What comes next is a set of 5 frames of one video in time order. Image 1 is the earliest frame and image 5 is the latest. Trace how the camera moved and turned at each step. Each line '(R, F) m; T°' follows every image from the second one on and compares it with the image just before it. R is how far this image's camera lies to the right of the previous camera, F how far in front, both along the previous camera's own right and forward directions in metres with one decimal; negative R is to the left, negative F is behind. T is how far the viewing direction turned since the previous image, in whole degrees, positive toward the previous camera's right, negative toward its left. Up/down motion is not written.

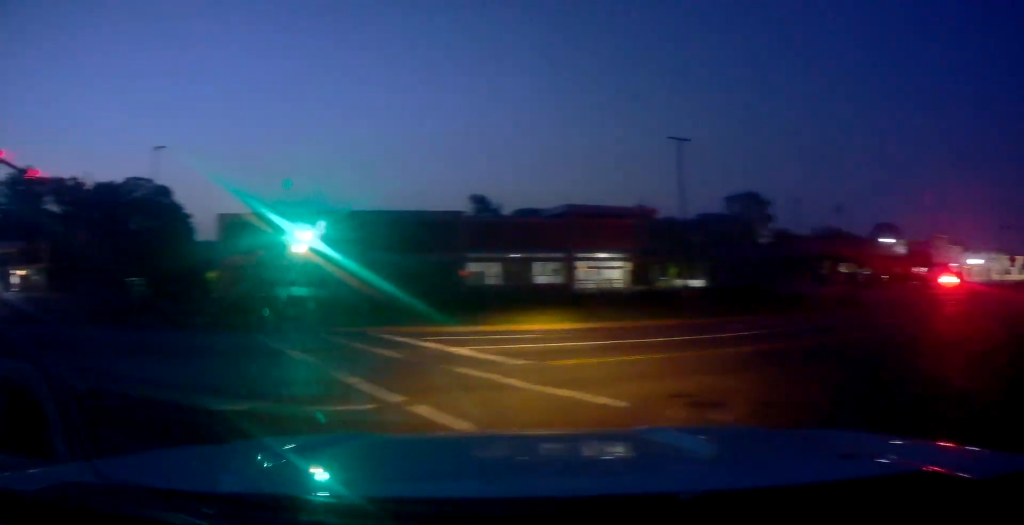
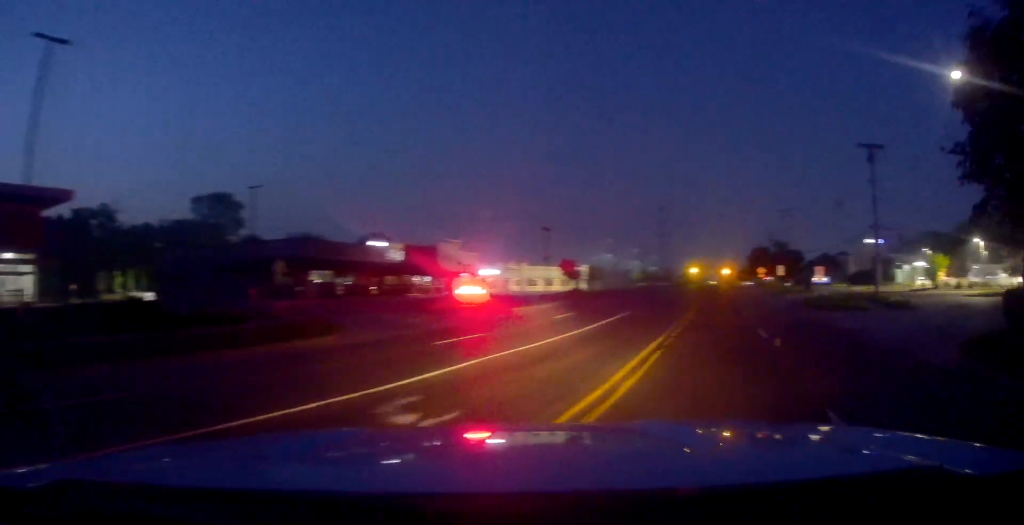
(+6.9, +14.9) m; +45°
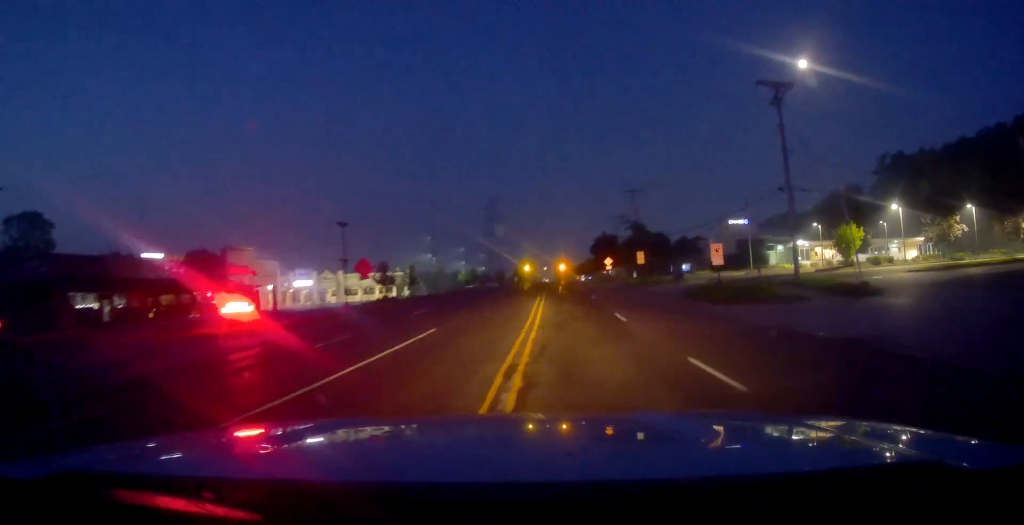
(+1.7, +11.5) m; +14°
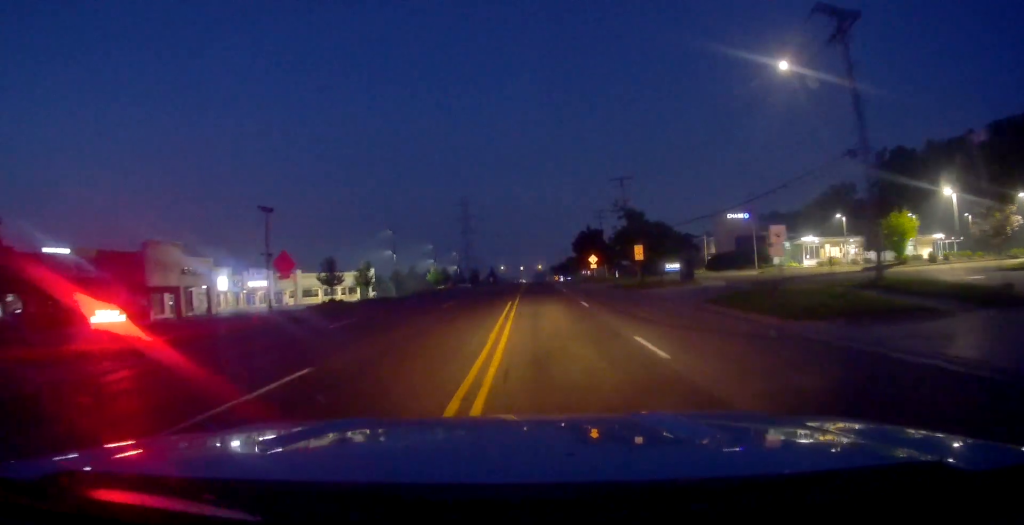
(+0.6, +11.3) m; +4°
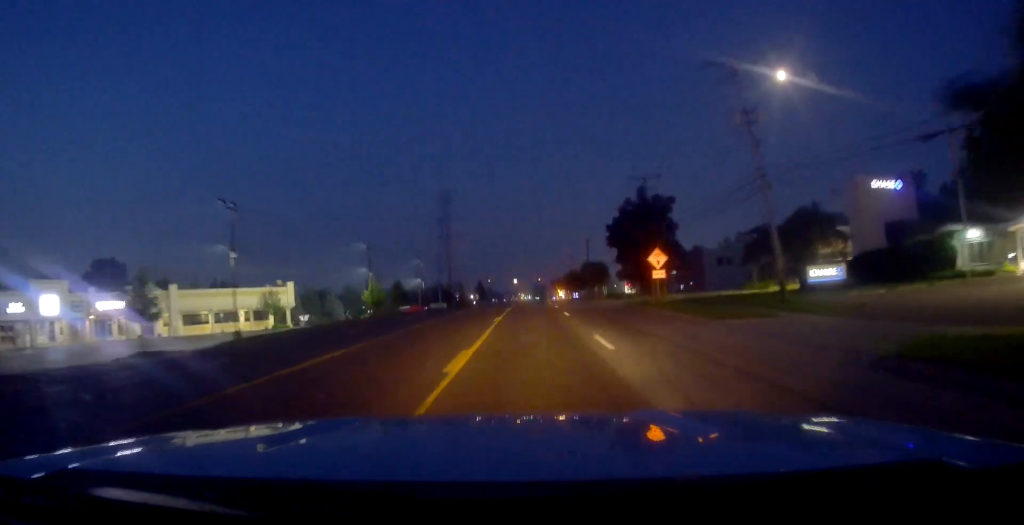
(-1.0, +47.5) m; -3°
